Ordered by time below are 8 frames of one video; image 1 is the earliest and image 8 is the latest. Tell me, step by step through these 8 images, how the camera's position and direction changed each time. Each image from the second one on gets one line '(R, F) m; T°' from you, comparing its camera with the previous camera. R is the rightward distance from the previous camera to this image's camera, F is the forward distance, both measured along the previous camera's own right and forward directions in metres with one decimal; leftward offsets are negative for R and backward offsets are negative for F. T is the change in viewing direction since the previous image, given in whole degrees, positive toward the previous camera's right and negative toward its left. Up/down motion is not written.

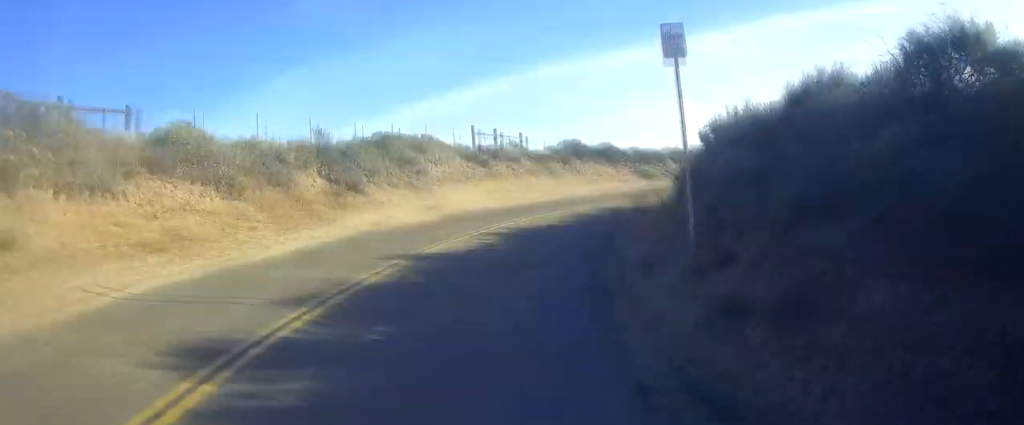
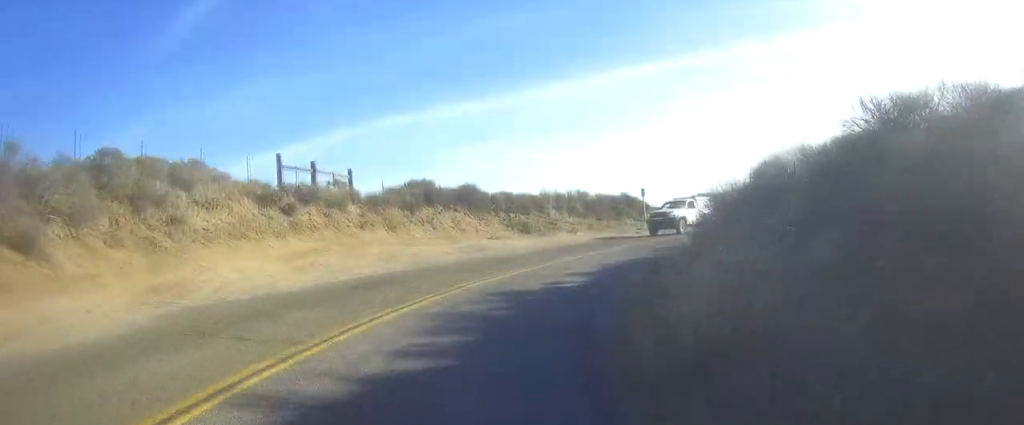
(+0.5, +12.8) m; +11°
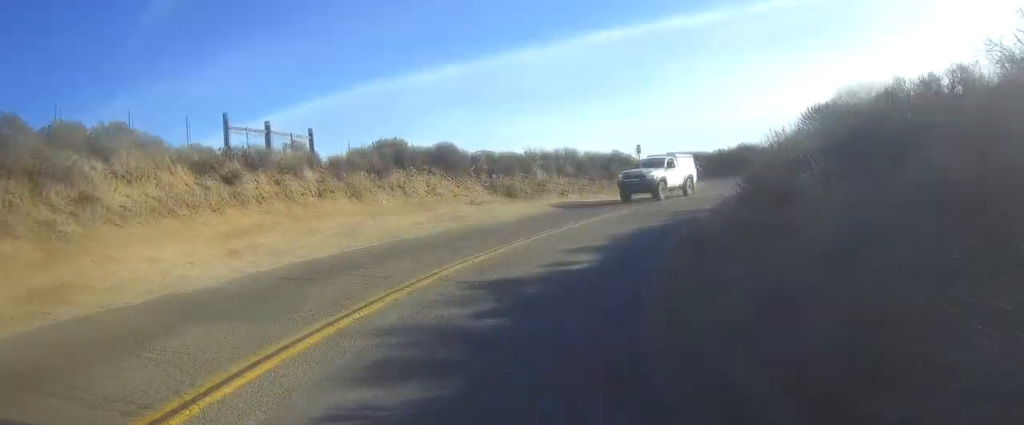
(+0.5, +3.5) m; +6°
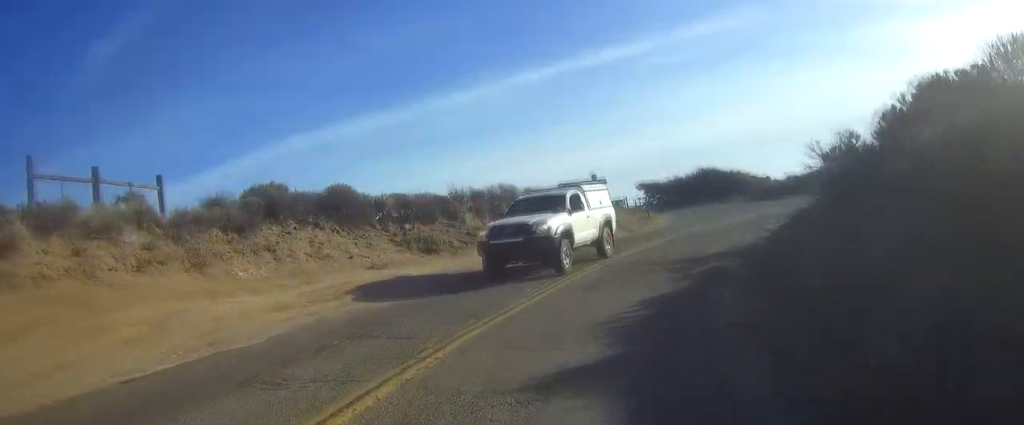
(+0.9, +7.4) m; +12°
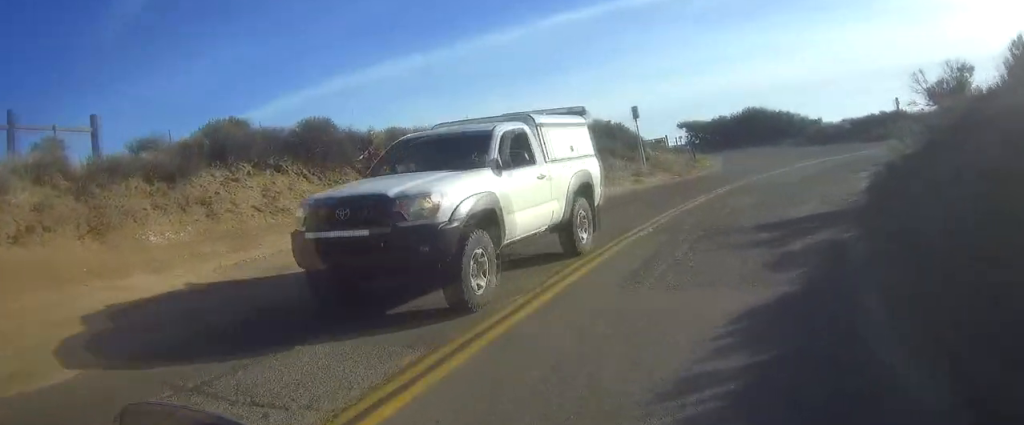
(+0.2, +4.5) m; +6°
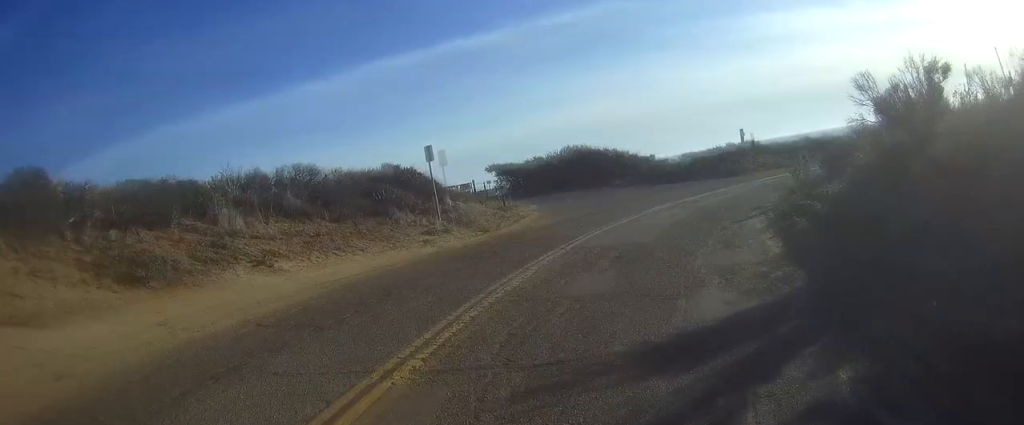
(+0.3, +5.1) m; +7°
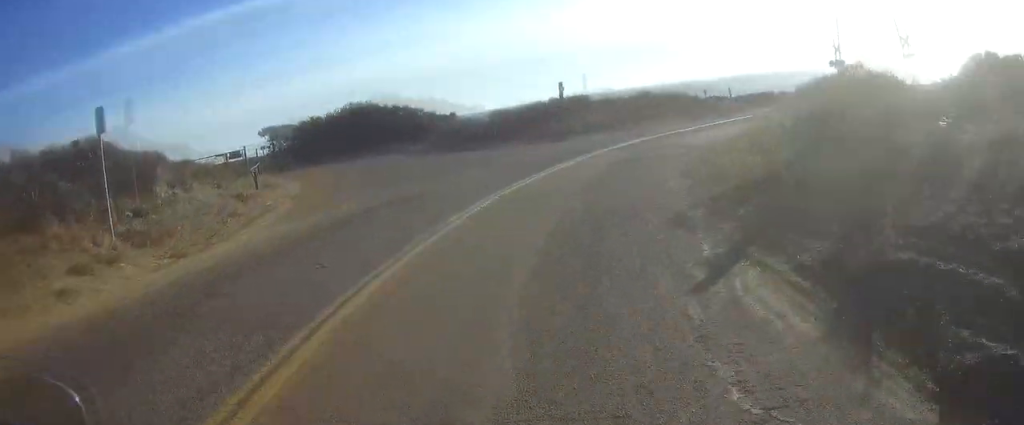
(+1.0, +8.6) m; +13°
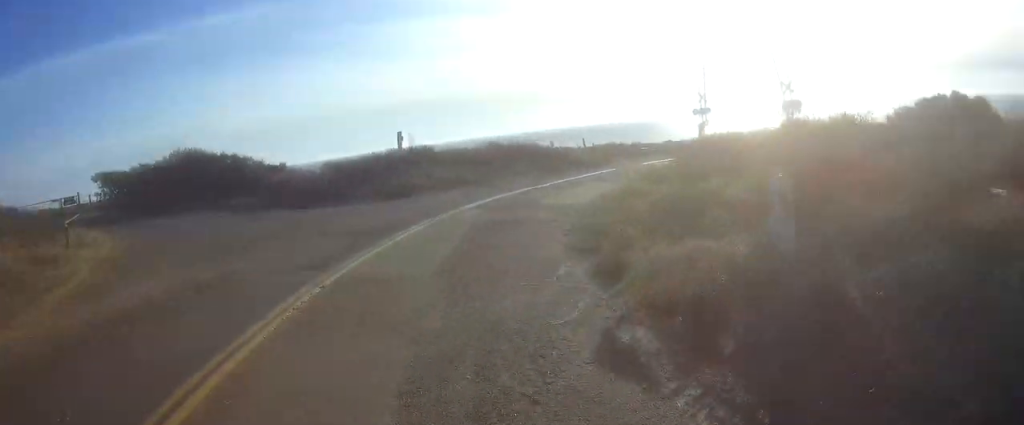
(+0.1, +3.7) m; +6°
